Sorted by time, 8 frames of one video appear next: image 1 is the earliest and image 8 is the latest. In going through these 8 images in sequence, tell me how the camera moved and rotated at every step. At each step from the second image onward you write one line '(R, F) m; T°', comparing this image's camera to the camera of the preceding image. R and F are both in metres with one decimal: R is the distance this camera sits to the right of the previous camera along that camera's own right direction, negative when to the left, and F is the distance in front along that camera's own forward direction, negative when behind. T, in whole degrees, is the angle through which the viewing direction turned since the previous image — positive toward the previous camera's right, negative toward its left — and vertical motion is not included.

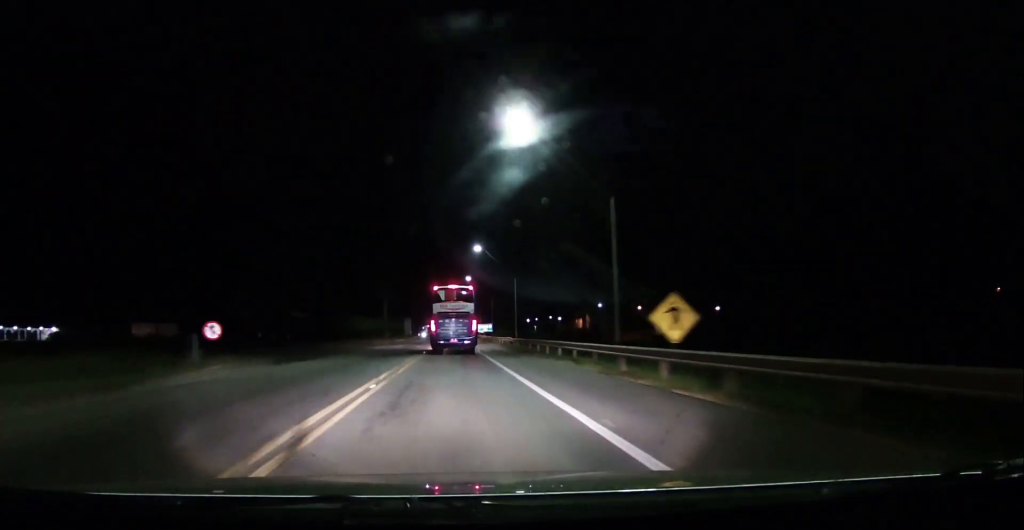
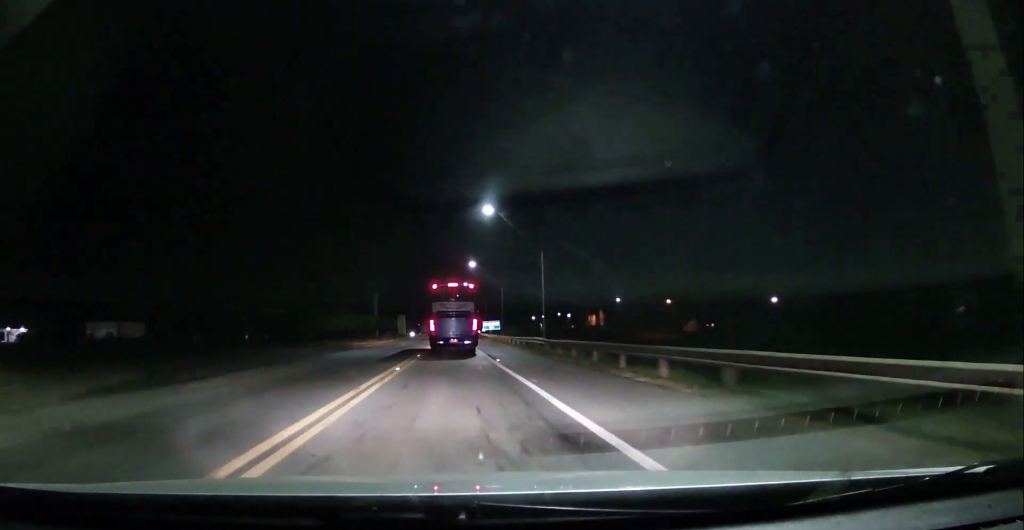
(0.0, +19.9) m; 0°
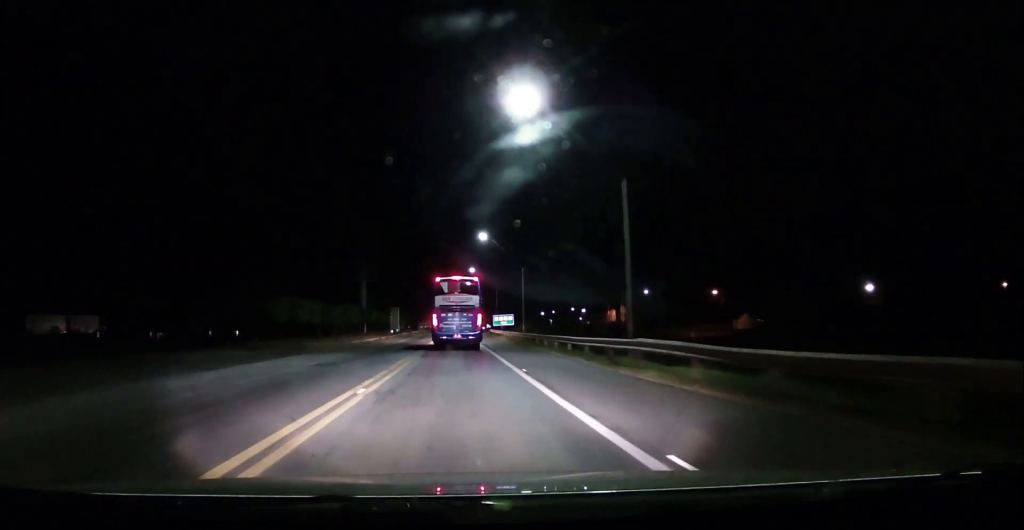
(0.0, +22.0) m; -1°
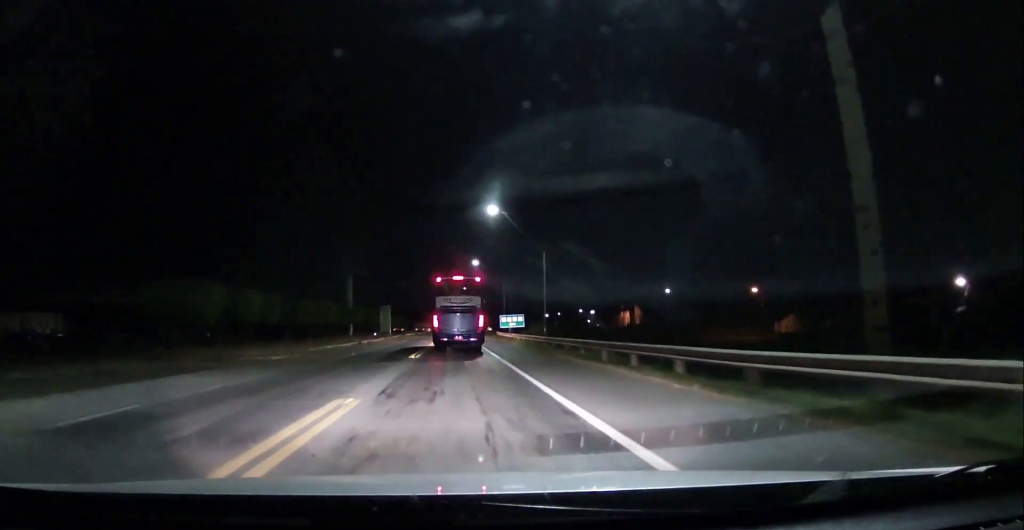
(-0.3, +15.1) m; 0°
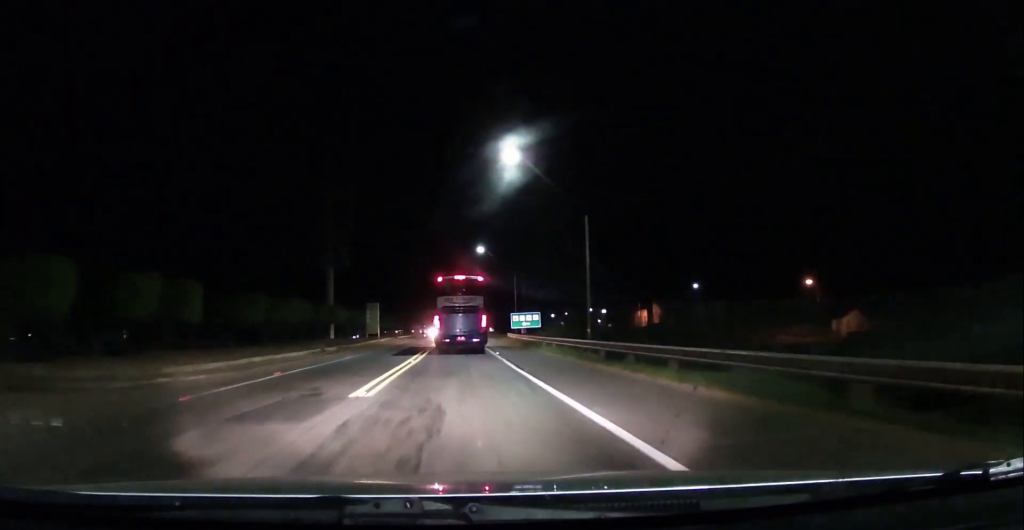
(0.0, +15.6) m; 0°
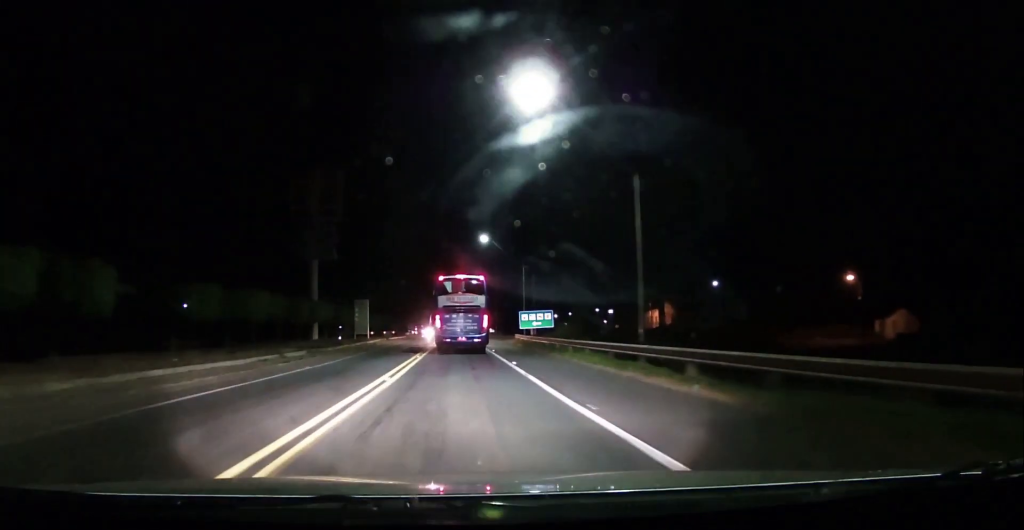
(+0.1, +9.4) m; +1°
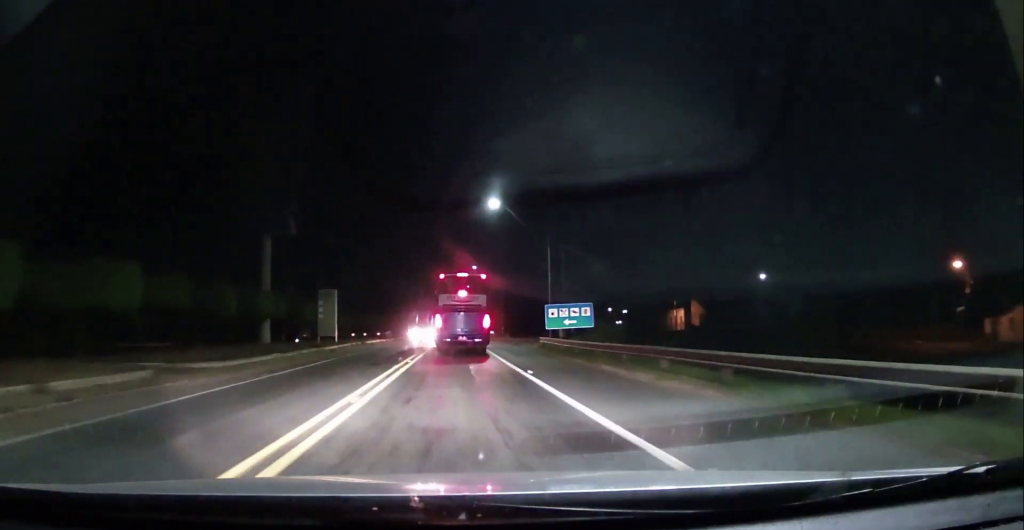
(0.0, +18.5) m; +1°
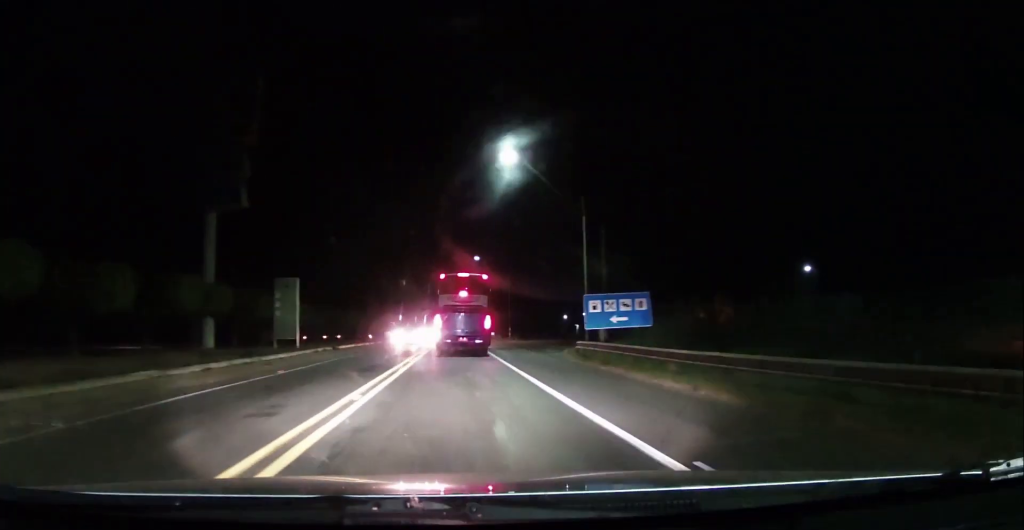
(+0.3, +13.0) m; 0°
